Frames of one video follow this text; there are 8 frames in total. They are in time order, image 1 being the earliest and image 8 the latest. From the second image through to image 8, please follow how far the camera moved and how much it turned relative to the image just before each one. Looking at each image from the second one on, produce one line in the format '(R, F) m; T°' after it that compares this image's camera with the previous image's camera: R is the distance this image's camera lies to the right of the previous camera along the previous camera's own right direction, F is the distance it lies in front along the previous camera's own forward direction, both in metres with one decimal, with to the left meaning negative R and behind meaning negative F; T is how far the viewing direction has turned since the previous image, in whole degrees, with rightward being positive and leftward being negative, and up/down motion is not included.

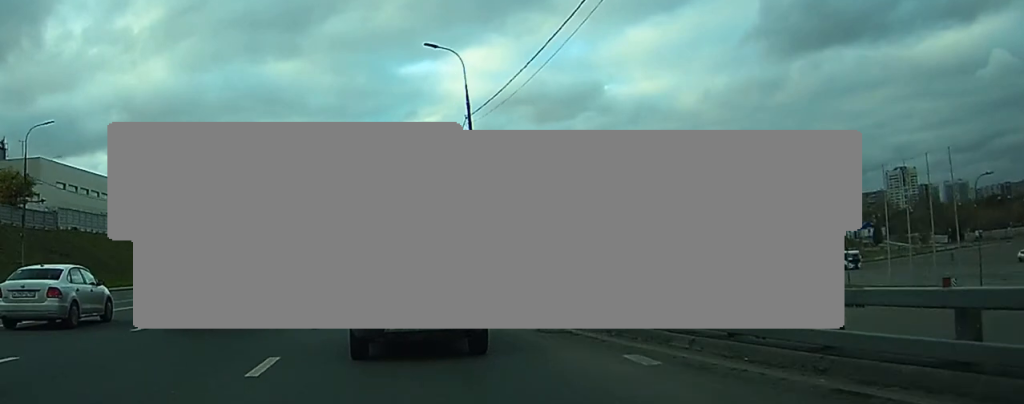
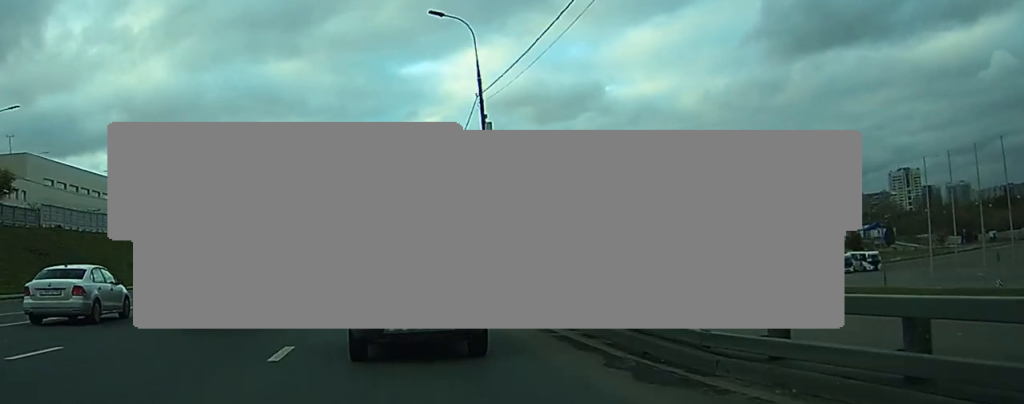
(-0.1, +6.2) m; -1°
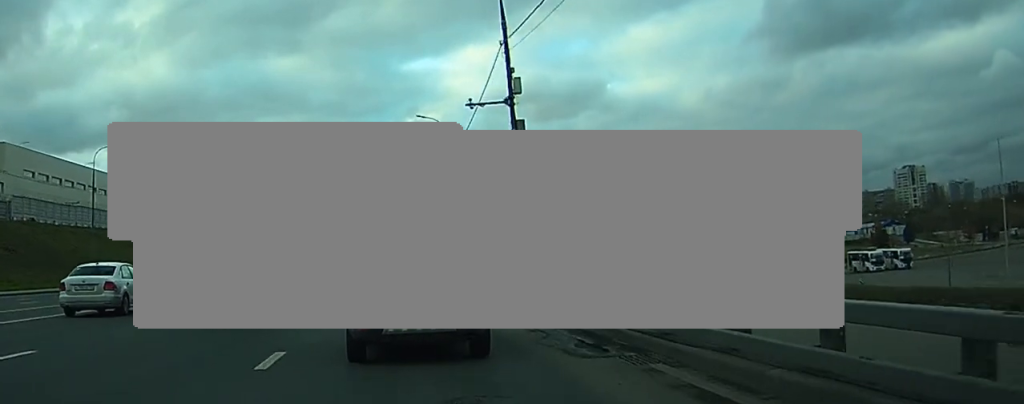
(-0.1, +9.0) m; -1°
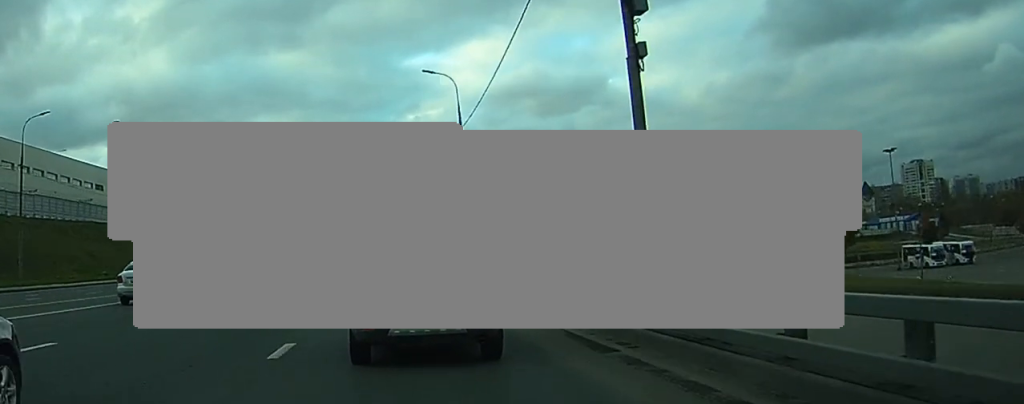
(0.0, +15.1) m; 0°
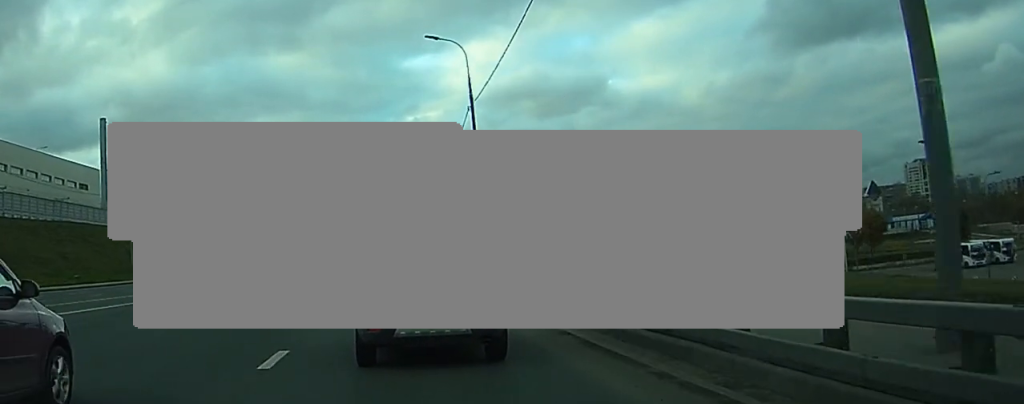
(0.0, +8.9) m; +1°
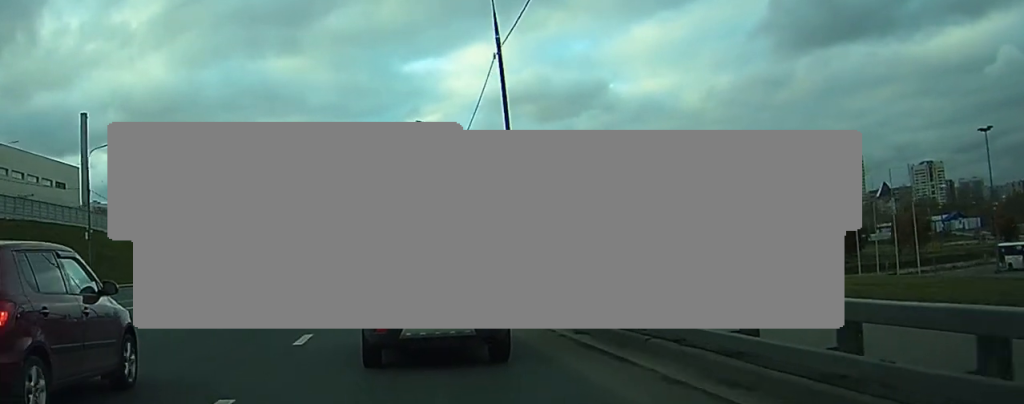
(+0.2, +12.4) m; +1°
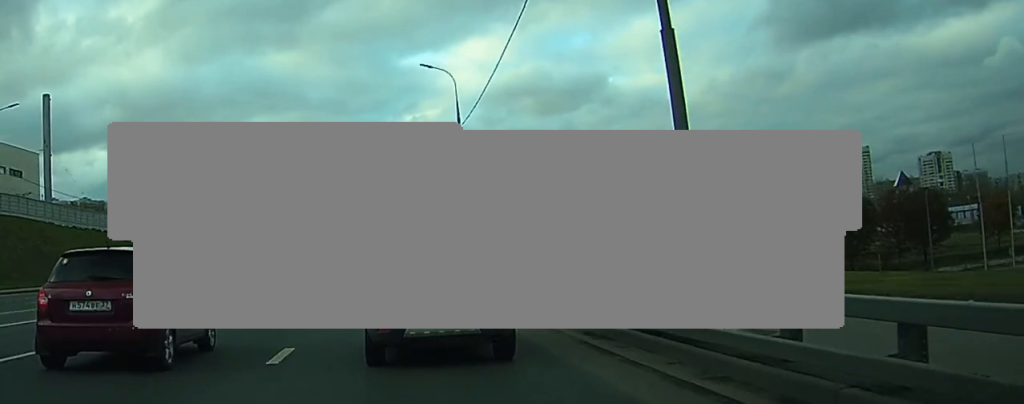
(+0.1, +19.1) m; 0°
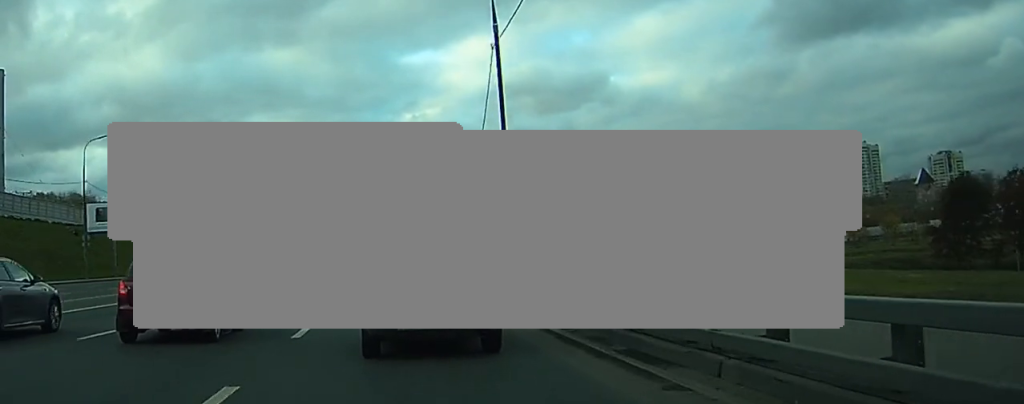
(+0.1, +20.4) m; 0°
